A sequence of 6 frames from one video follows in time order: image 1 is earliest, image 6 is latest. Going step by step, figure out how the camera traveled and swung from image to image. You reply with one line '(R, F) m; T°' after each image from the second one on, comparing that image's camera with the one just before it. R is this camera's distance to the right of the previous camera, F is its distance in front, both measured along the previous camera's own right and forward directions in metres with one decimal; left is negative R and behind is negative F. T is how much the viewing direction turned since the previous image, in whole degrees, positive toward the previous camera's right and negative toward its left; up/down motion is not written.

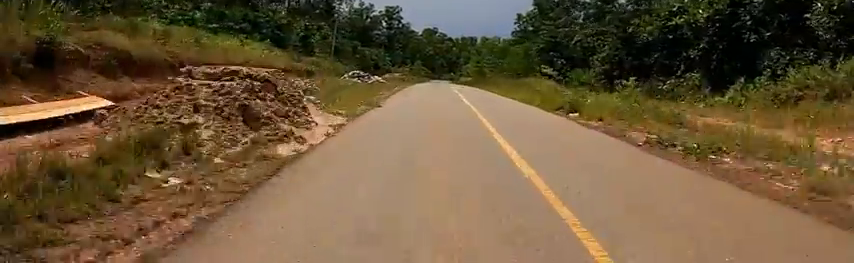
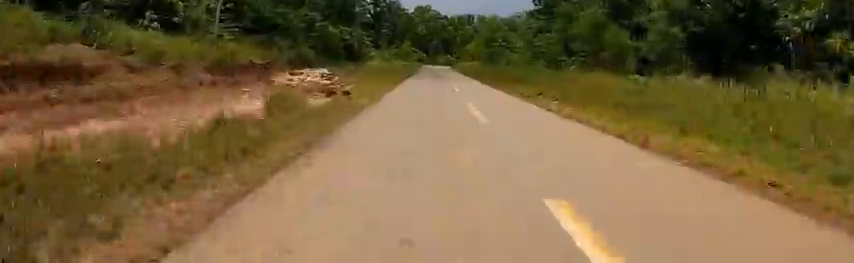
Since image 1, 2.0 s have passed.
(+1.6, +27.1) m; +4°
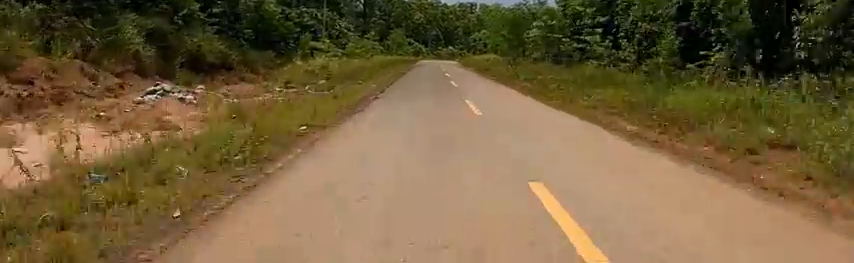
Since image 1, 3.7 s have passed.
(-1.1, +23.2) m; -4°
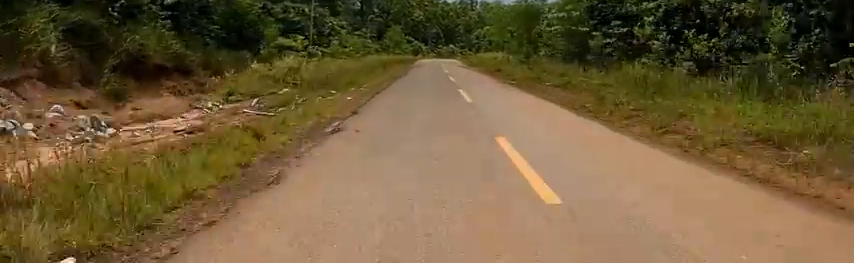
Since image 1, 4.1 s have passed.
(+0.1, +5.9) m; 0°
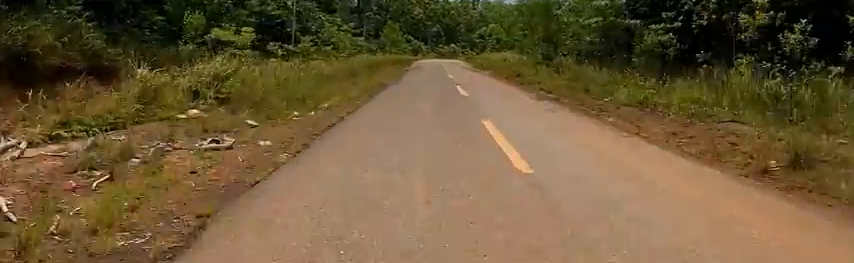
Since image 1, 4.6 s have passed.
(0.0, +6.4) m; 0°
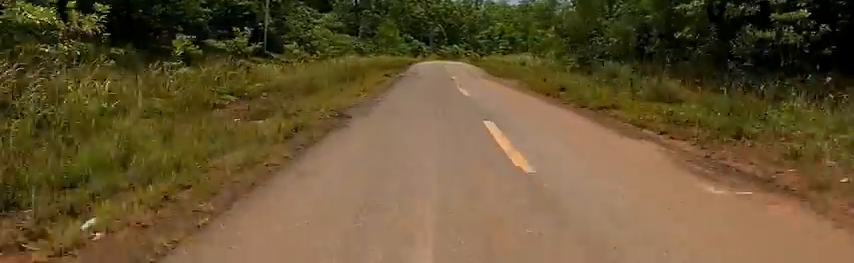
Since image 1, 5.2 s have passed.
(-0.2, +8.2) m; 0°
